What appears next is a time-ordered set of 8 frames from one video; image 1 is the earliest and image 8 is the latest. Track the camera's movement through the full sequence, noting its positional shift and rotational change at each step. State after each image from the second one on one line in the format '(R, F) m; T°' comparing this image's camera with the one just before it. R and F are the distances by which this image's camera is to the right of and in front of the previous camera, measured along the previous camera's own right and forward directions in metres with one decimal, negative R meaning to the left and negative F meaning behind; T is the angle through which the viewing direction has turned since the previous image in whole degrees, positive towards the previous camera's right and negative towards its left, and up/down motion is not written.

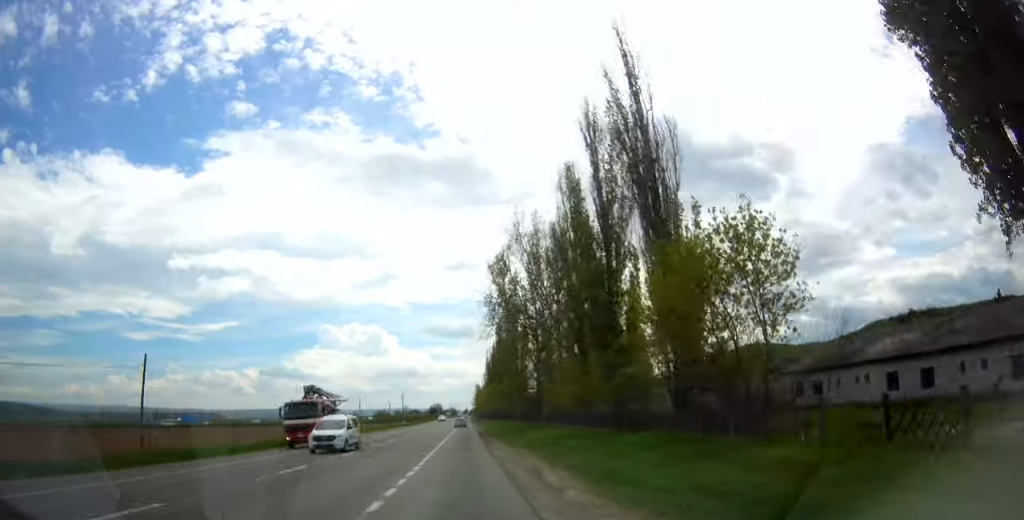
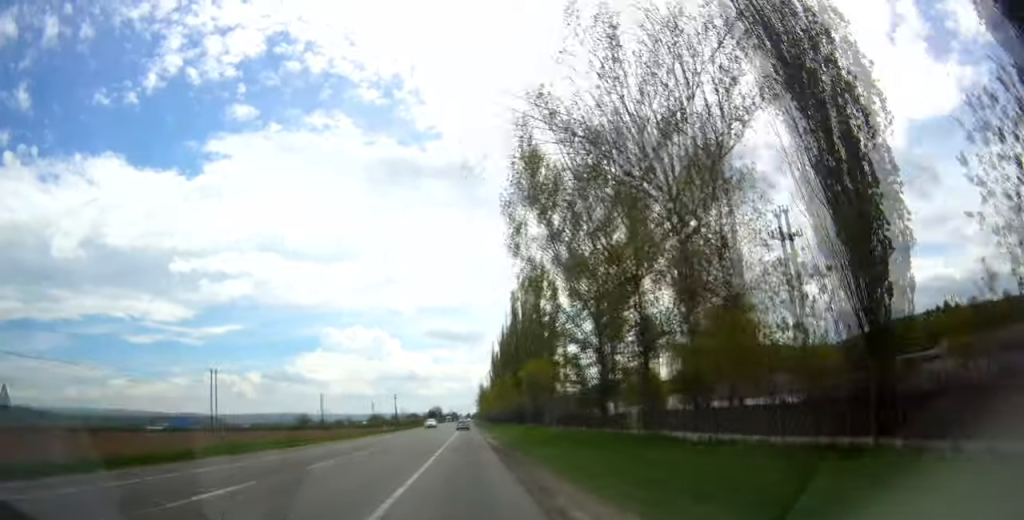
(-0.2, +32.7) m; 0°
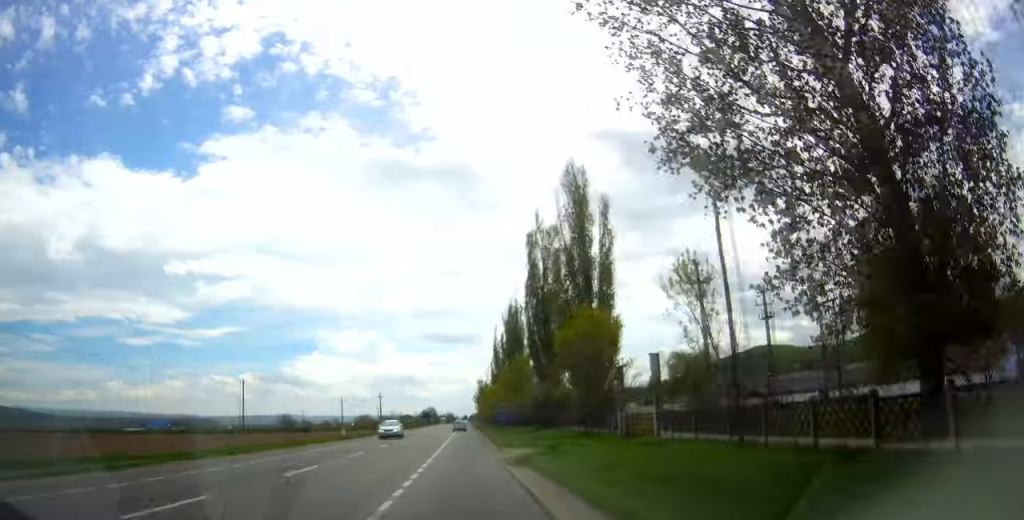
(+0.2, +29.9) m; 0°
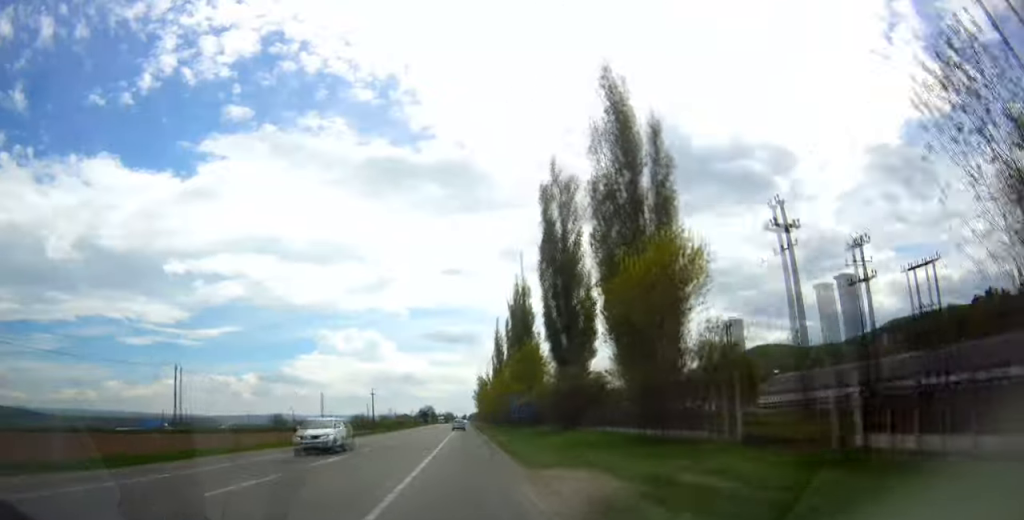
(0.0, +13.2) m; -1°
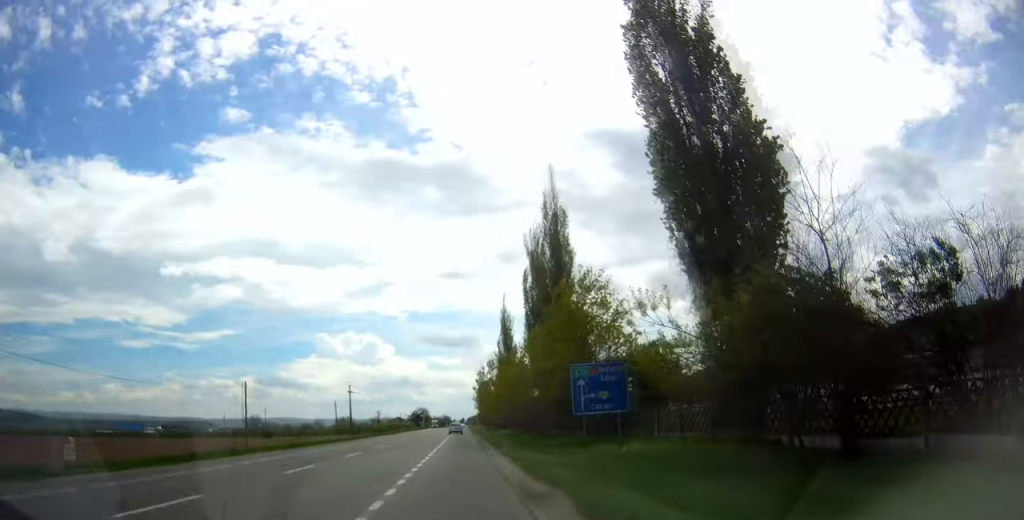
(-0.2, +30.2) m; +1°
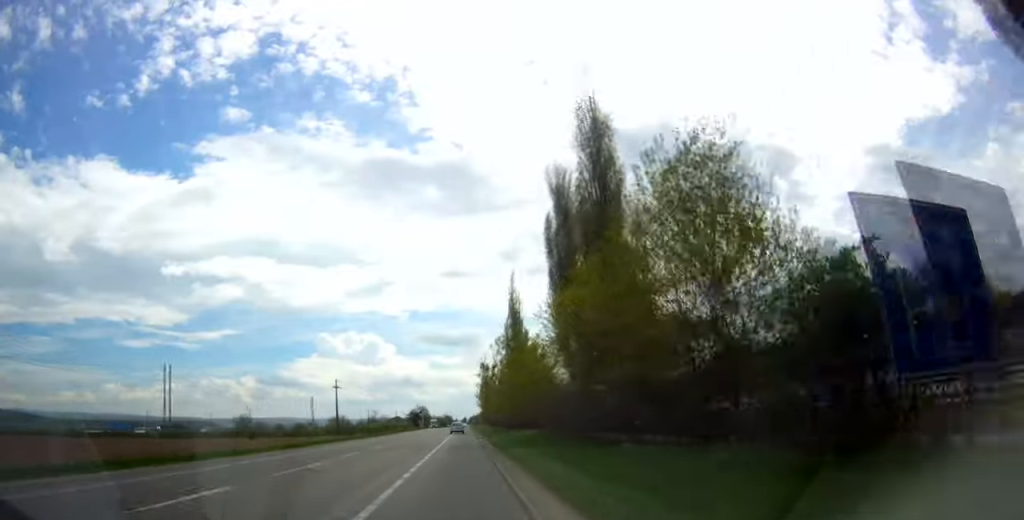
(+0.2, +16.3) m; +1°
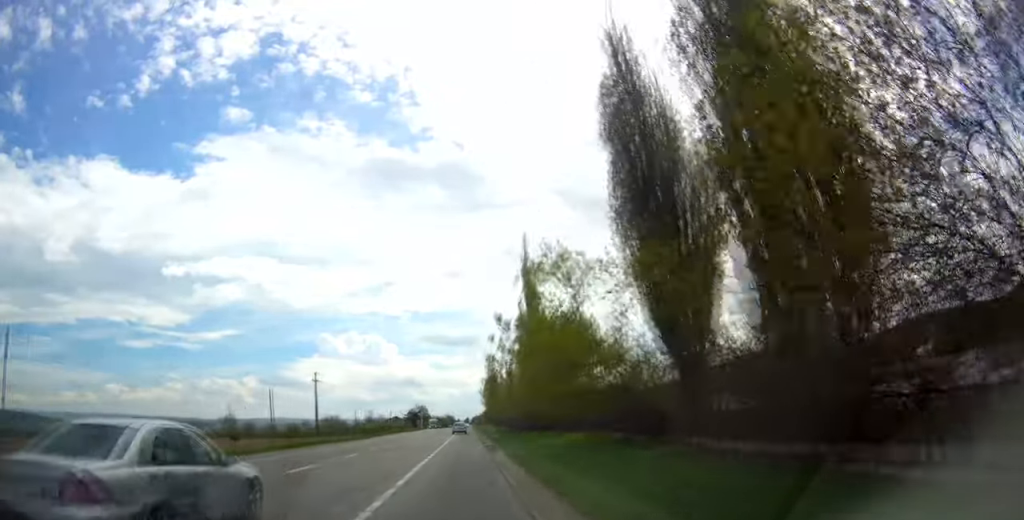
(0.0, +18.7) m; 0°
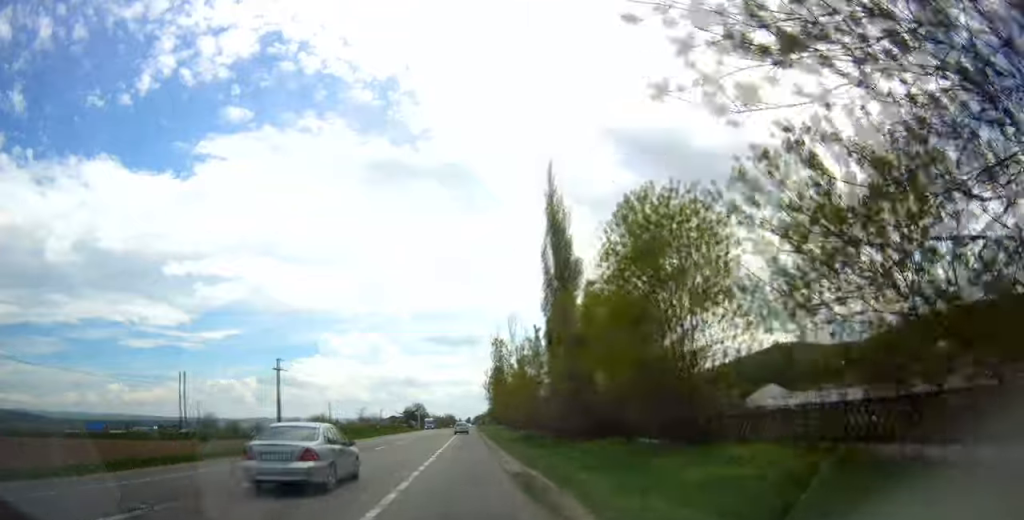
(-0.1, +21.8) m; -1°
